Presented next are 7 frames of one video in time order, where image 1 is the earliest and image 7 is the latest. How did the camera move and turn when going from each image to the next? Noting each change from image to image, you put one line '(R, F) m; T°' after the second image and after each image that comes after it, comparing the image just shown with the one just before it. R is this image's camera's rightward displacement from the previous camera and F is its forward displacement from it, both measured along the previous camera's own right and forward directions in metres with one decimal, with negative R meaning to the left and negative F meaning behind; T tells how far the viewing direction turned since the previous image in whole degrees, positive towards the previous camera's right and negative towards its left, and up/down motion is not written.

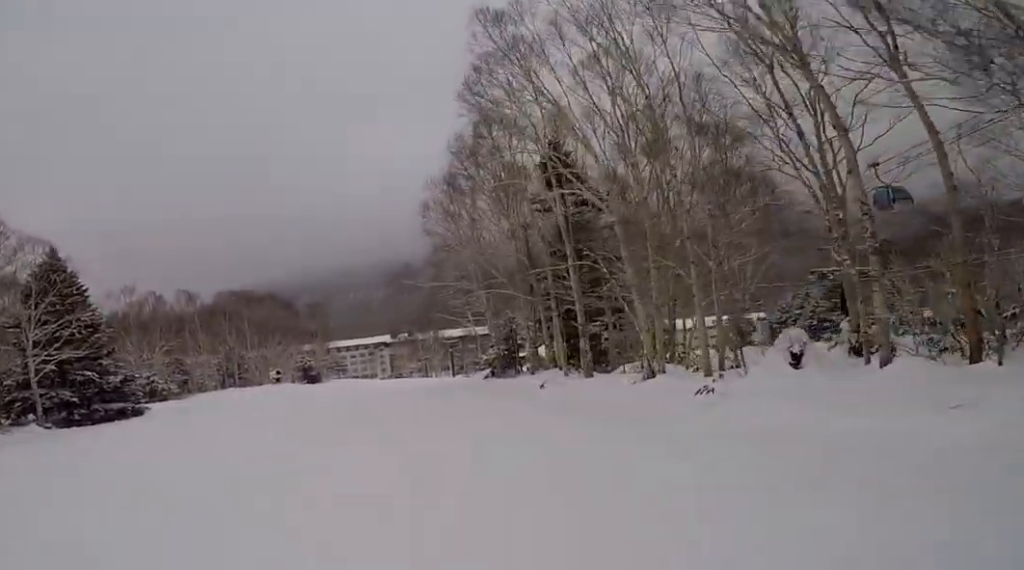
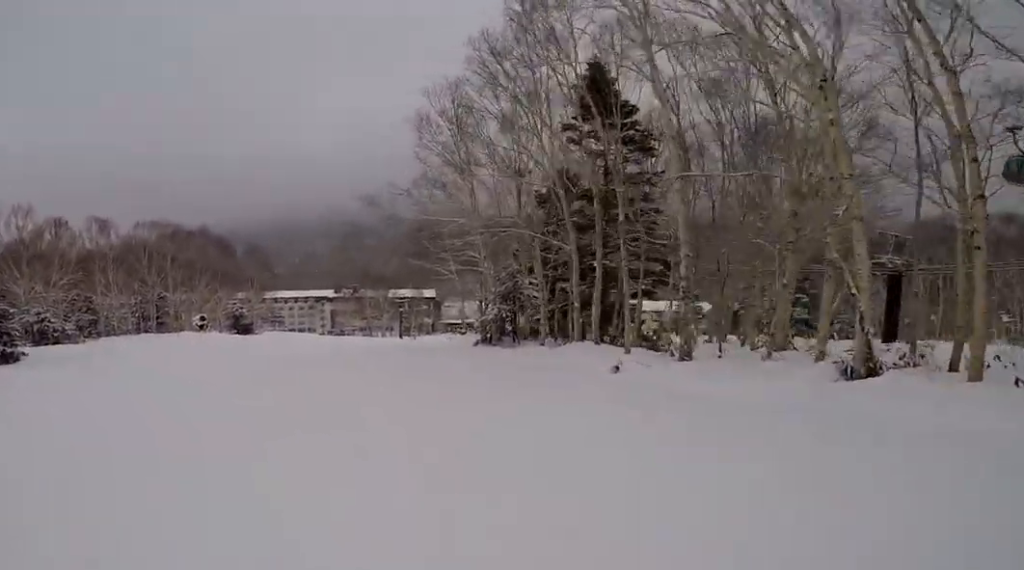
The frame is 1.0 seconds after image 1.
(+0.1, +7.2) m; -1°
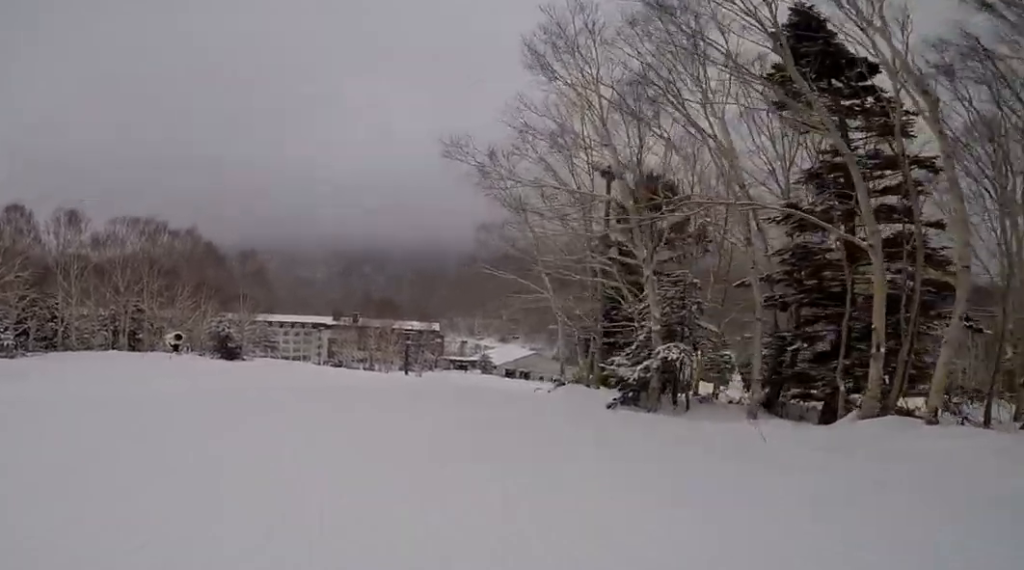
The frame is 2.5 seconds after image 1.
(-0.4, +9.7) m; -2°
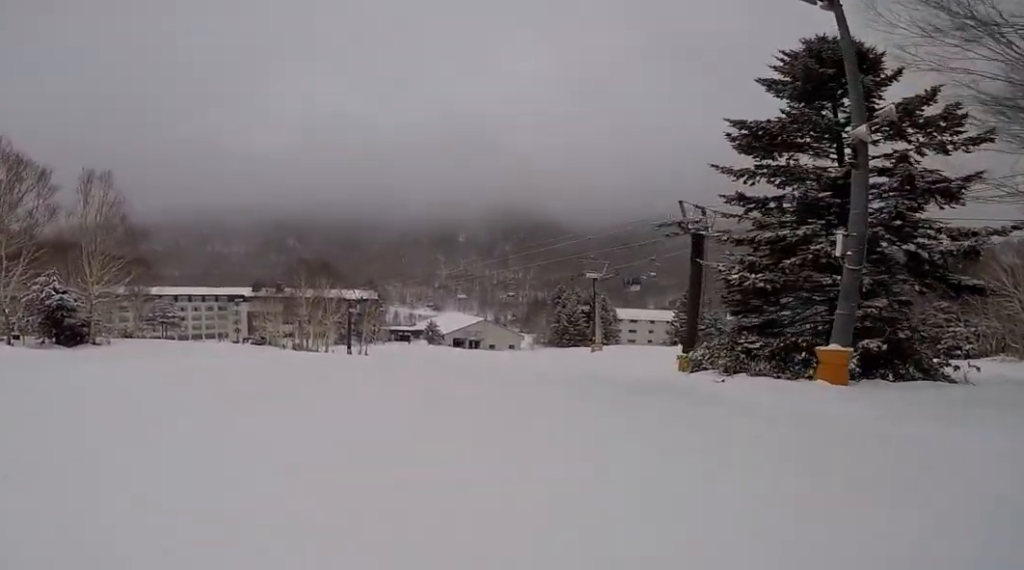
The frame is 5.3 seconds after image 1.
(+2.2, +17.4) m; +15°
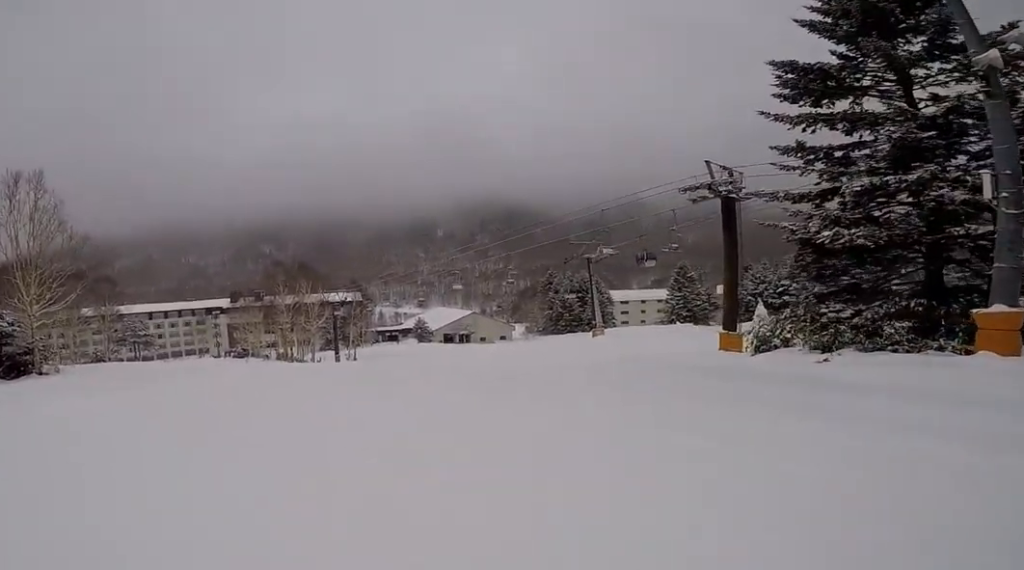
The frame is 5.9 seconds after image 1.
(-0.1, +3.9) m; +5°
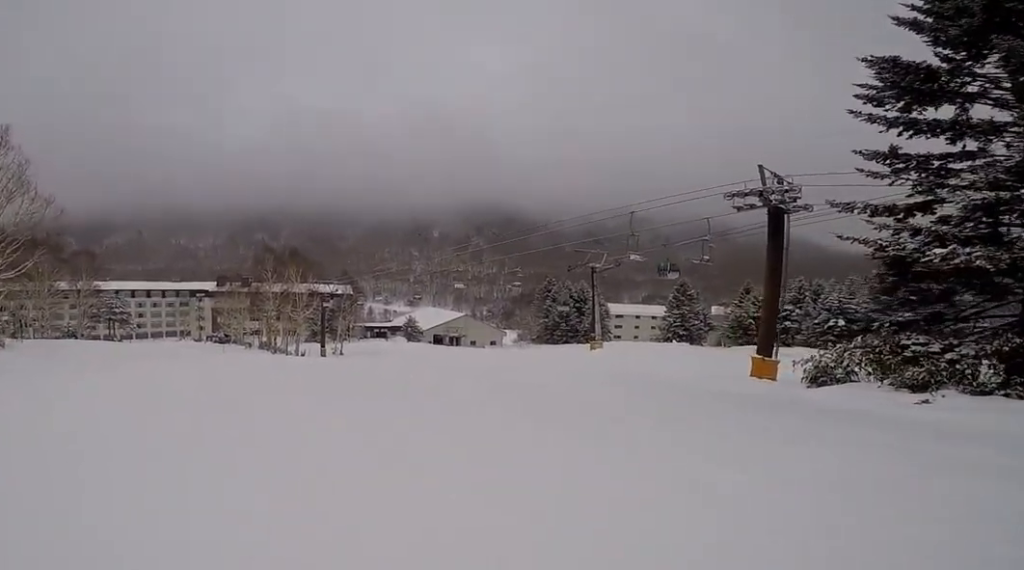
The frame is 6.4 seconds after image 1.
(+0.8, +2.9) m; +4°
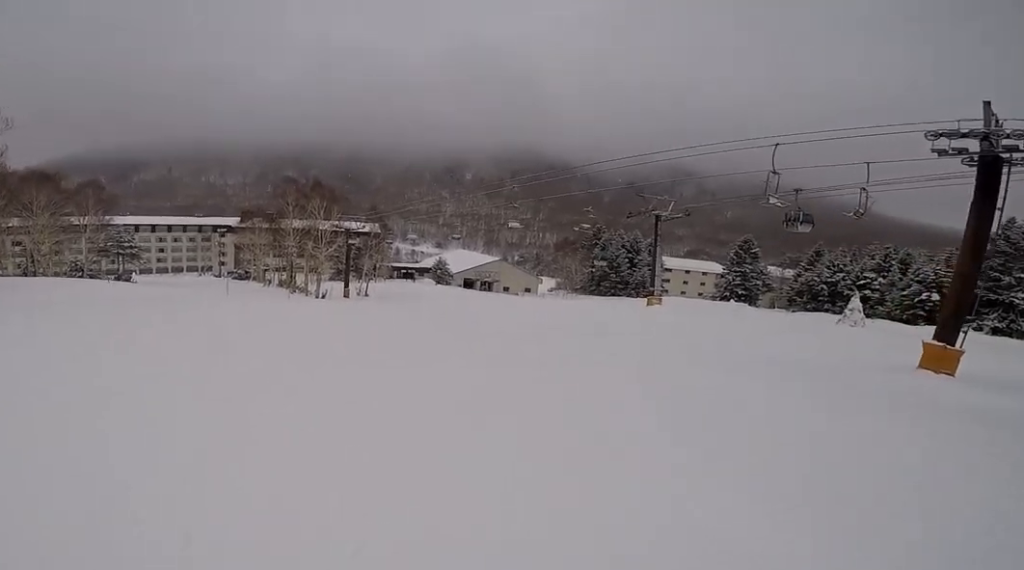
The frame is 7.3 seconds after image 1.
(0.0, +6.2) m; -2°
